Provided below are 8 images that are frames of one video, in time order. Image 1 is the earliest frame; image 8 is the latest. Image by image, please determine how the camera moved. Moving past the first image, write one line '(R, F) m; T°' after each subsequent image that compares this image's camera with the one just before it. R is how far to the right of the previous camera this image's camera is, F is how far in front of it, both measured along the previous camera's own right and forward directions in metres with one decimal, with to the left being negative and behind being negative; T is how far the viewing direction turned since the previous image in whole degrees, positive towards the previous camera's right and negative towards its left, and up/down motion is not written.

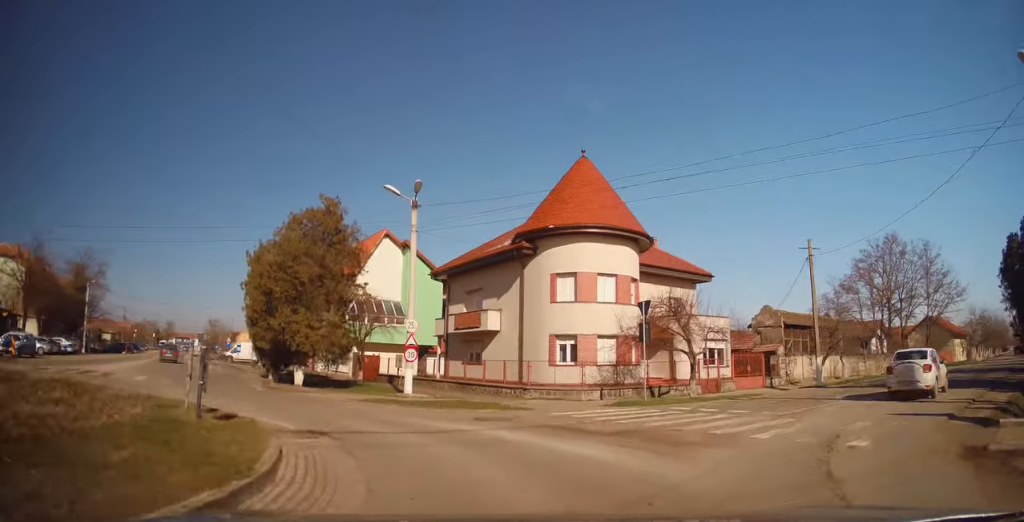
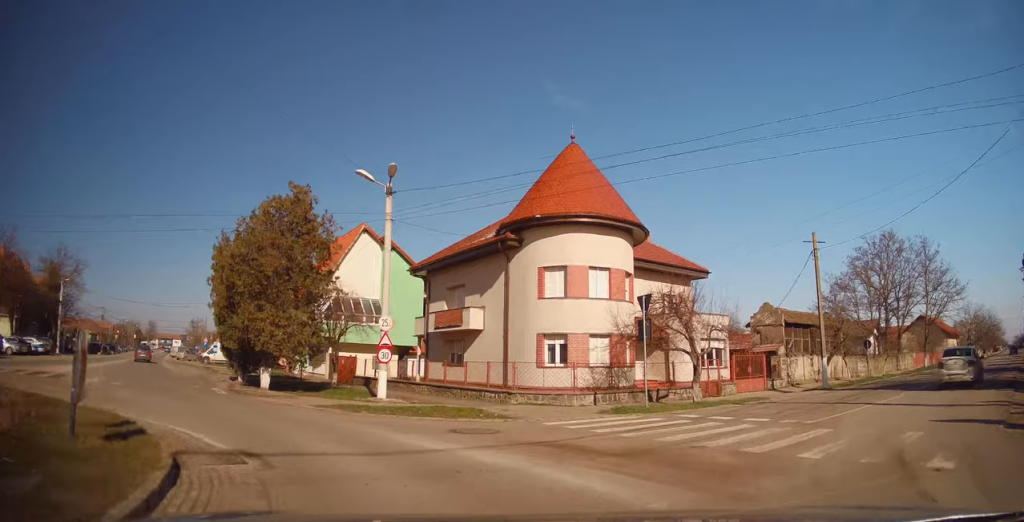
(+0.1, +1.8) m; +2°
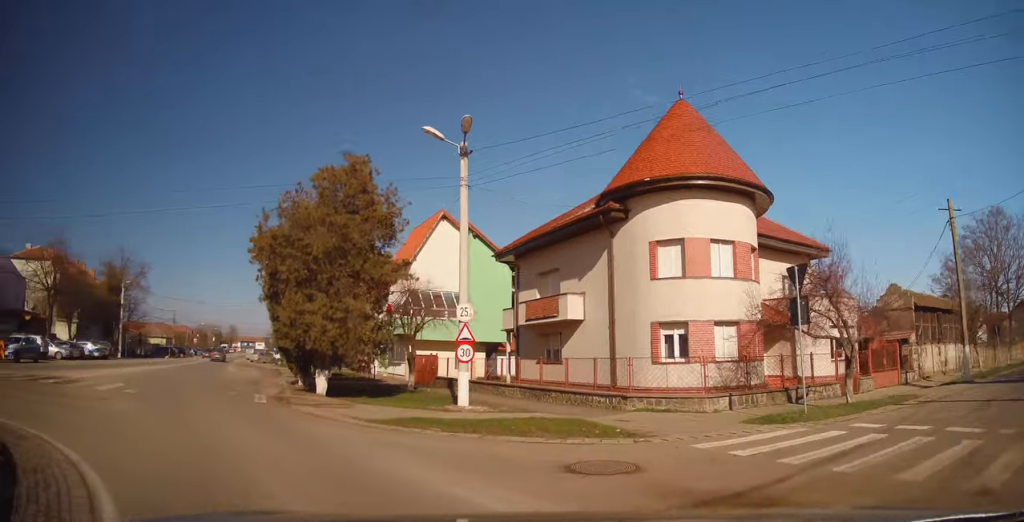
(+0.1, +4.0) m; -8°
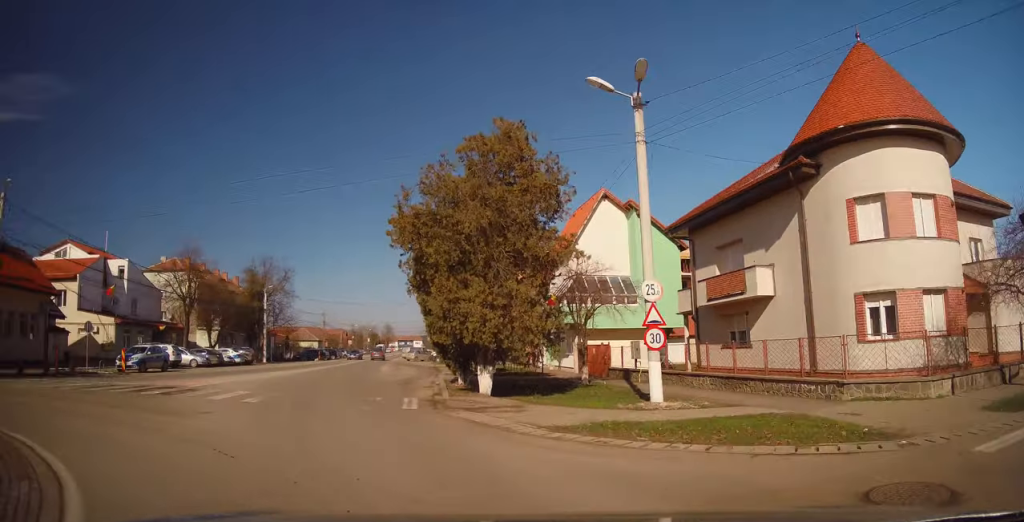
(-0.3, +2.7) m; -15°
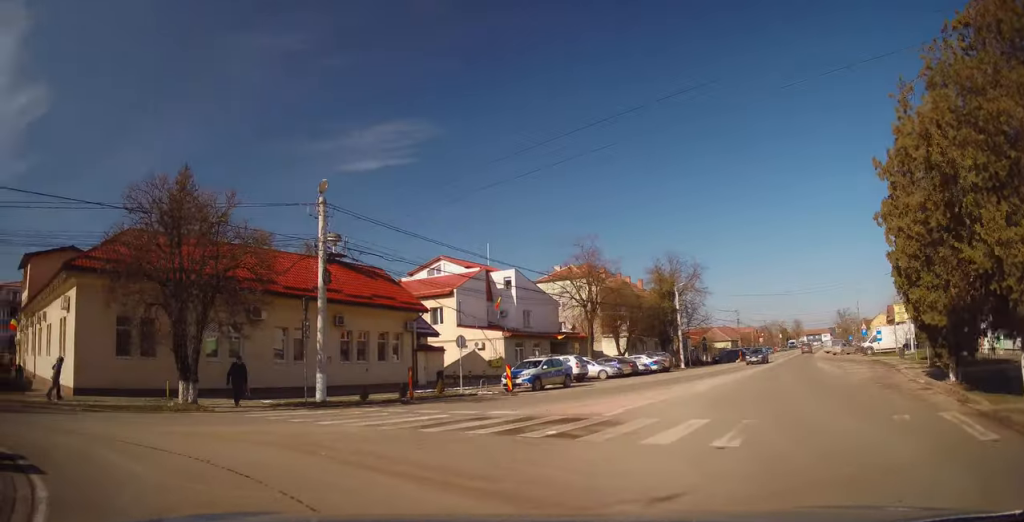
(-2.0, +5.8) m; -44°
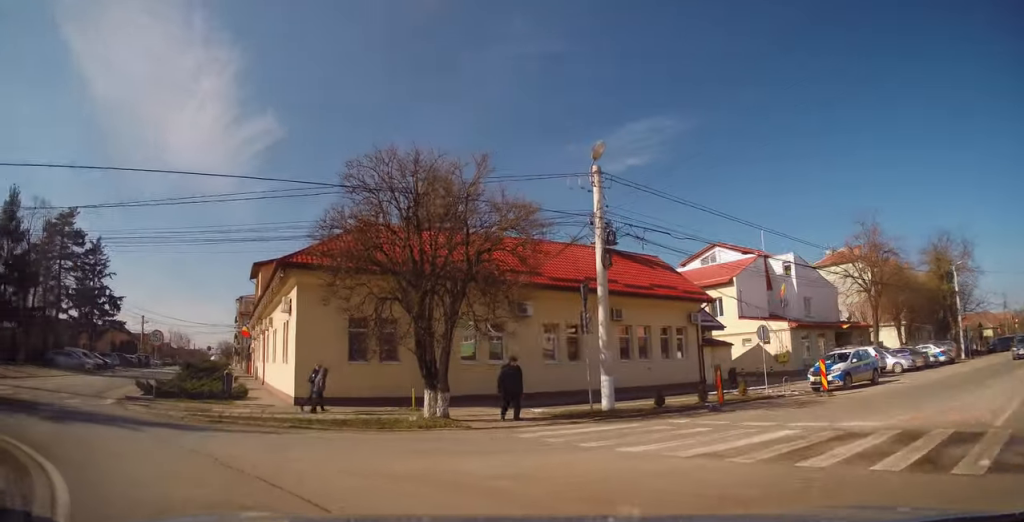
(-1.0, +3.8) m; -30°
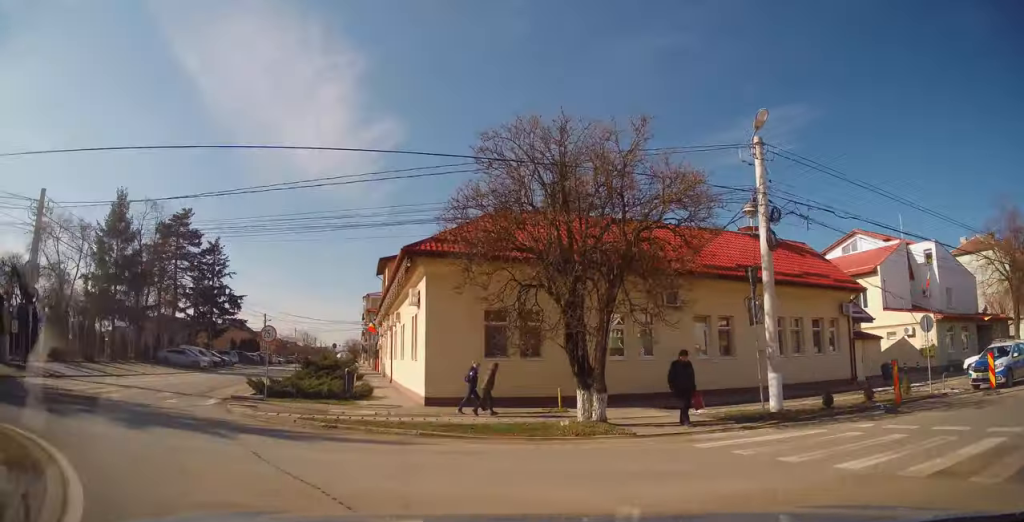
(-0.5, +1.9) m; -14°
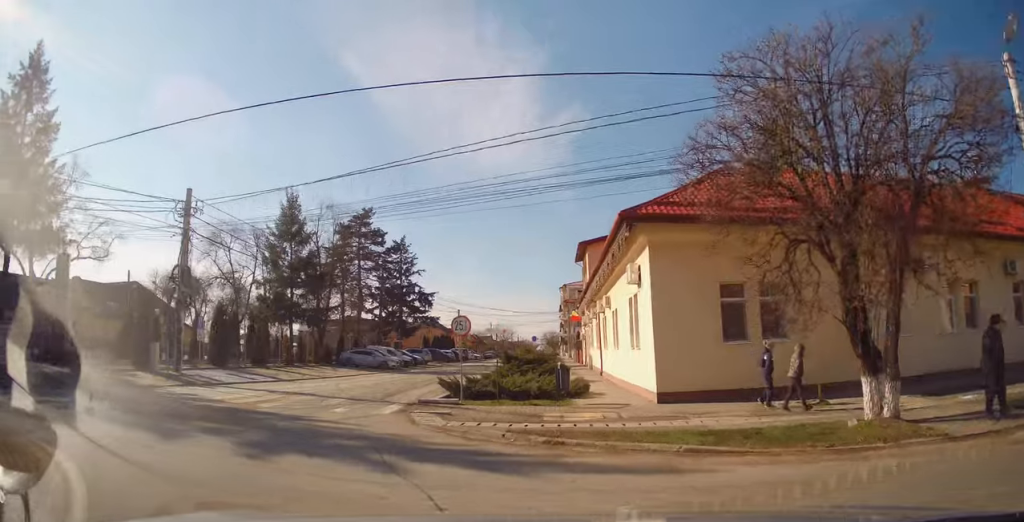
(-0.5, +3.1) m; -20°
